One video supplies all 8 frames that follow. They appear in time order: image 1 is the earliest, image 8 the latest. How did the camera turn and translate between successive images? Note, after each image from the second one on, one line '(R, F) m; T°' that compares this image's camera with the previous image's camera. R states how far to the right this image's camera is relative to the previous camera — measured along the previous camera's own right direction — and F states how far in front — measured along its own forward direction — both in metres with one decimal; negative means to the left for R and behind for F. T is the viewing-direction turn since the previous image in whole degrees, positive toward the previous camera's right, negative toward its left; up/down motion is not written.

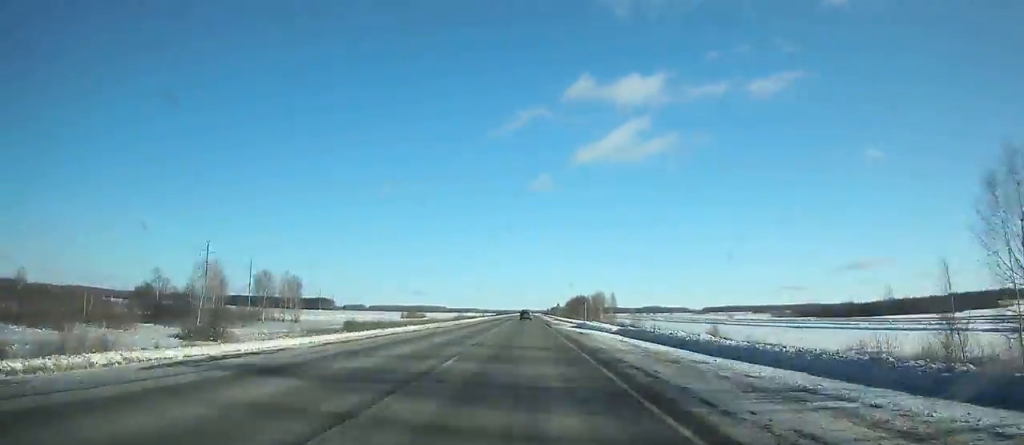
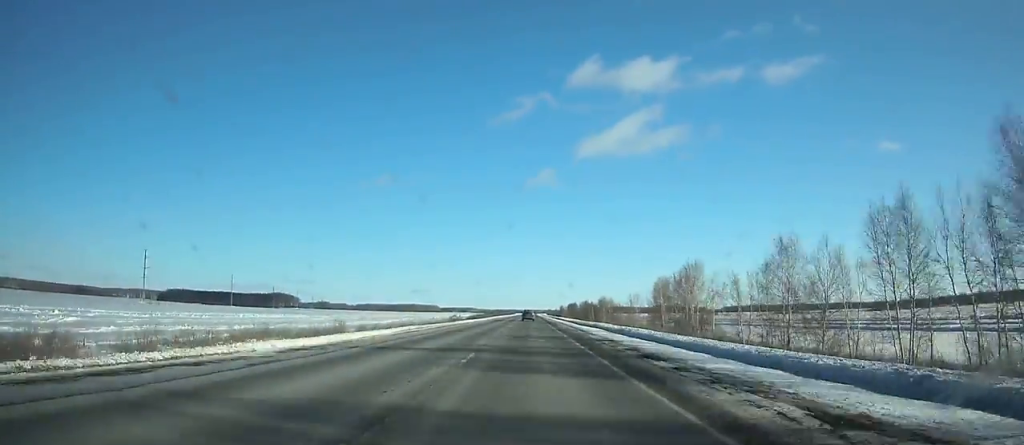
(+0.3, +202.9) m; 0°
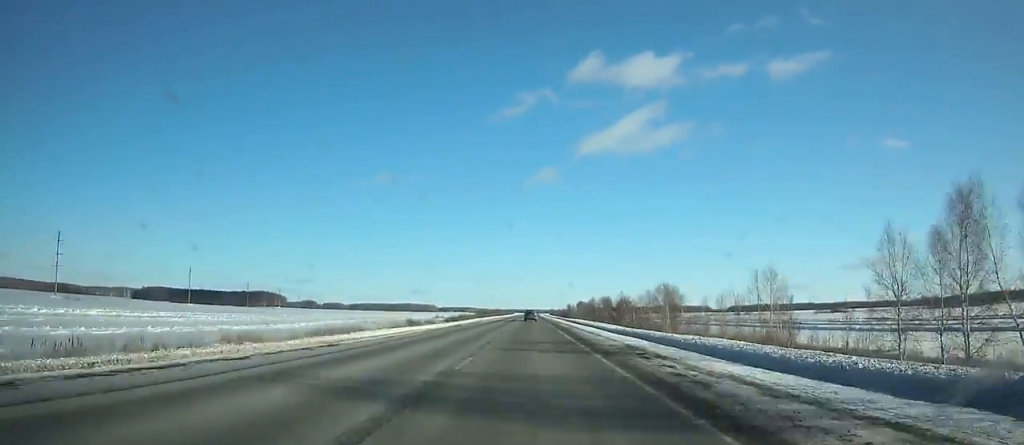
(-0.2, +60.7) m; 0°
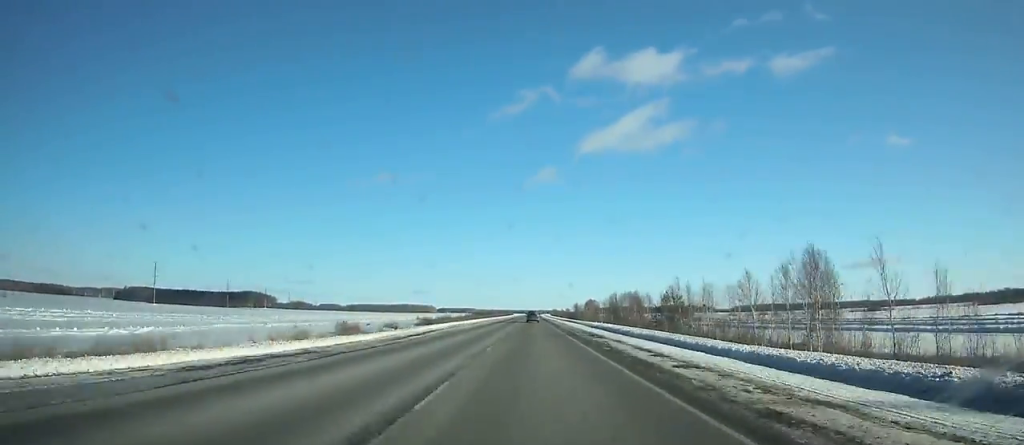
(-0.1, +40.4) m; 0°
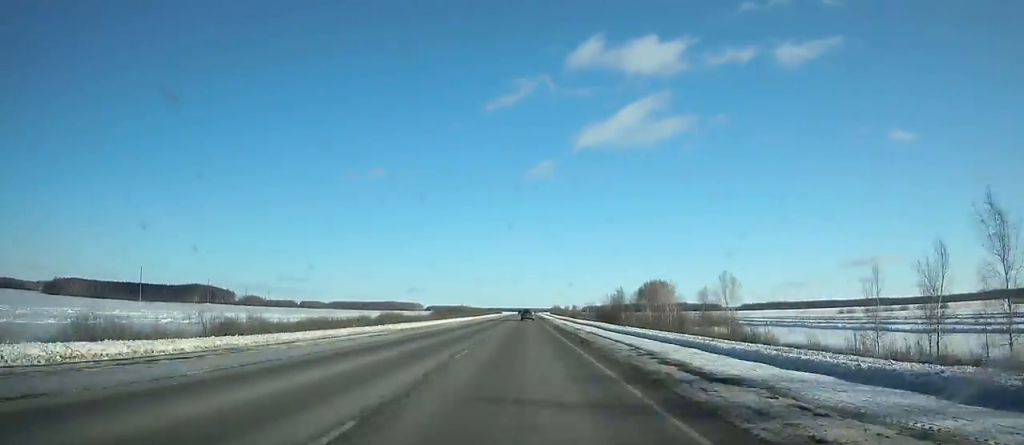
(+0.2, +117.6) m; 0°
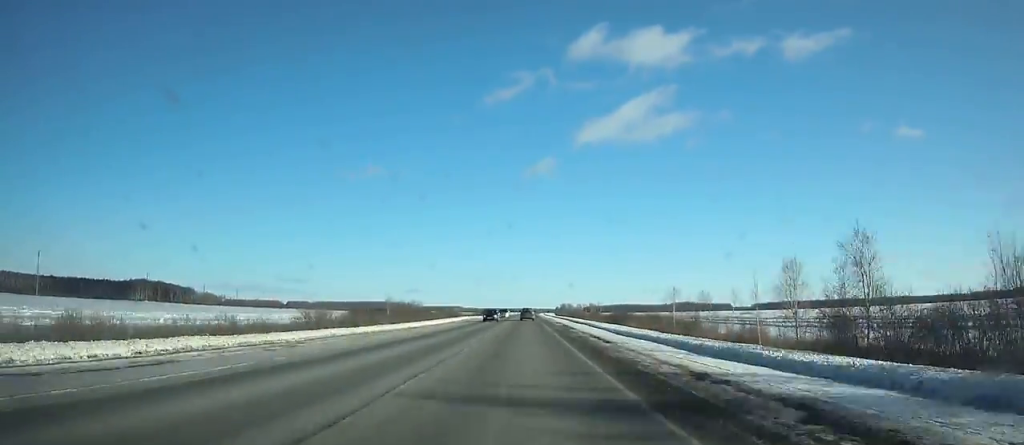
(+0.3, +94.8) m; 0°
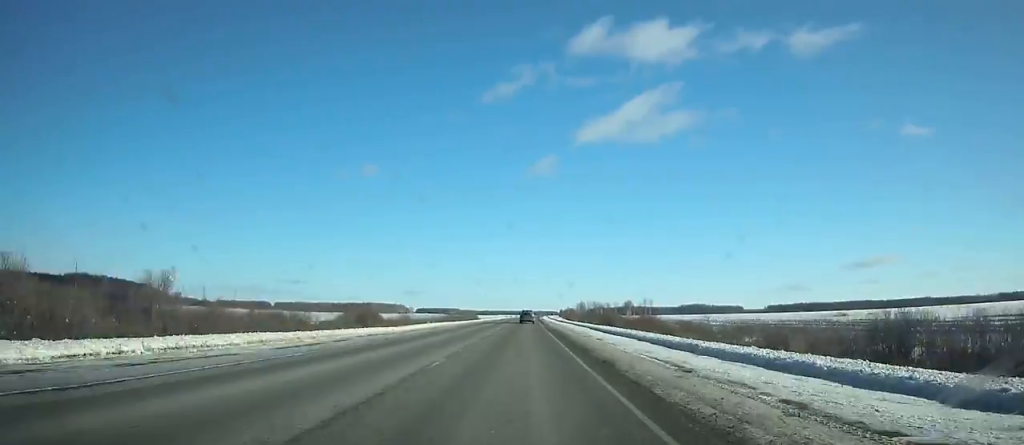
(0.0, +84.3) m; 0°
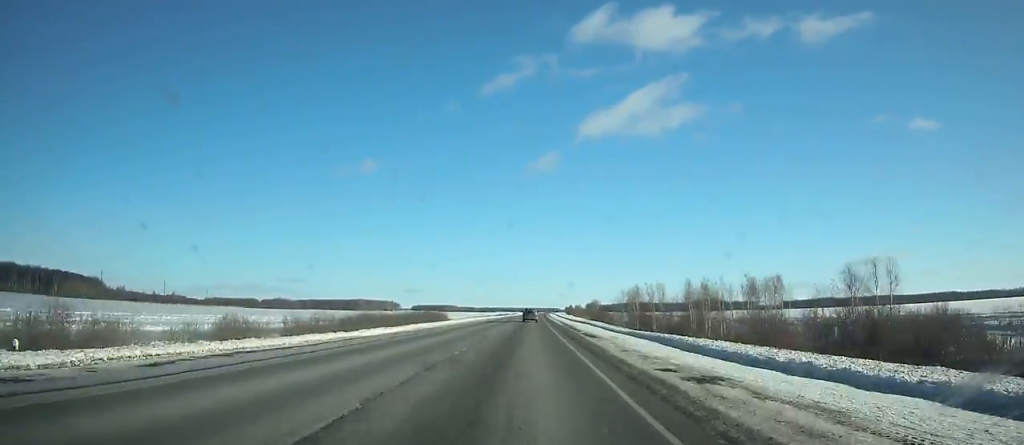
(-0.1, +88.6) m; 0°
